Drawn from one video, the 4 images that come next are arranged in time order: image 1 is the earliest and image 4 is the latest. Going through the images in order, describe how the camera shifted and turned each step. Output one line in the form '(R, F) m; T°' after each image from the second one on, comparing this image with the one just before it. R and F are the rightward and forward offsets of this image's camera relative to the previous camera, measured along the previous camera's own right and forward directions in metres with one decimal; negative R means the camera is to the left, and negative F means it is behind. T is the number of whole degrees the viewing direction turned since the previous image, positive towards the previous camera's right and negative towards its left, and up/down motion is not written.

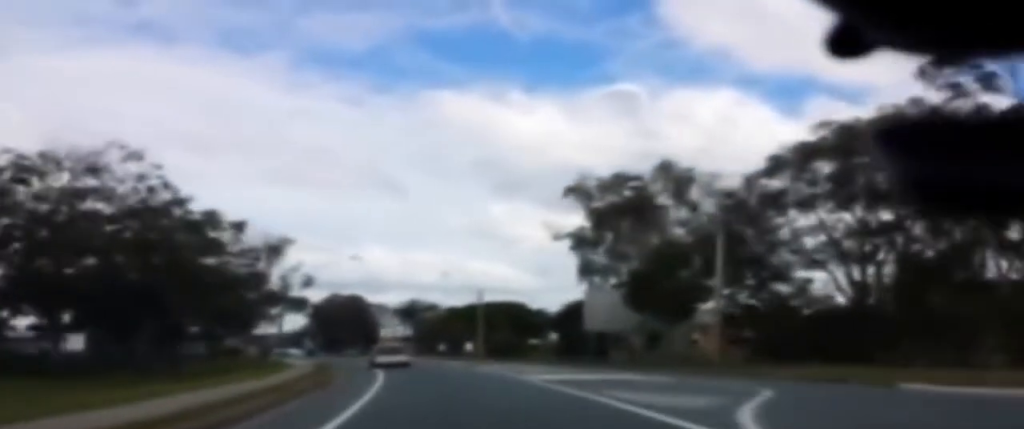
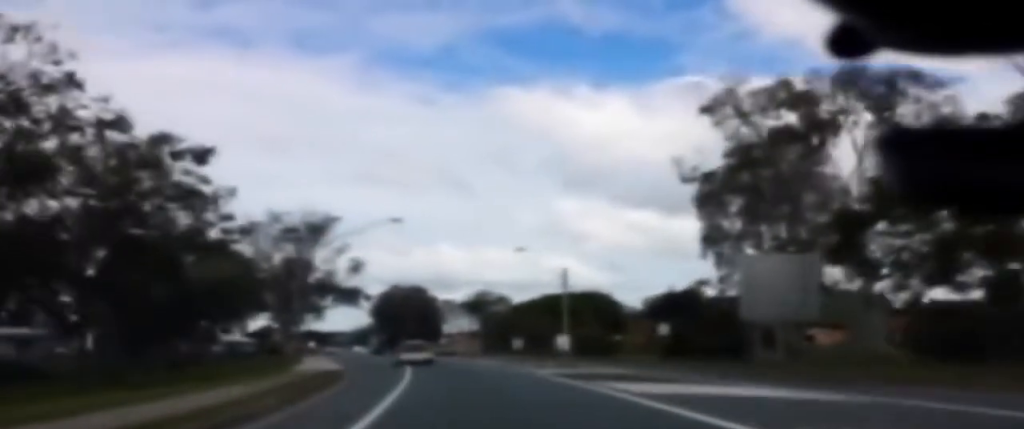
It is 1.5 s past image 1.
(+0.1, +21.3) m; -2°
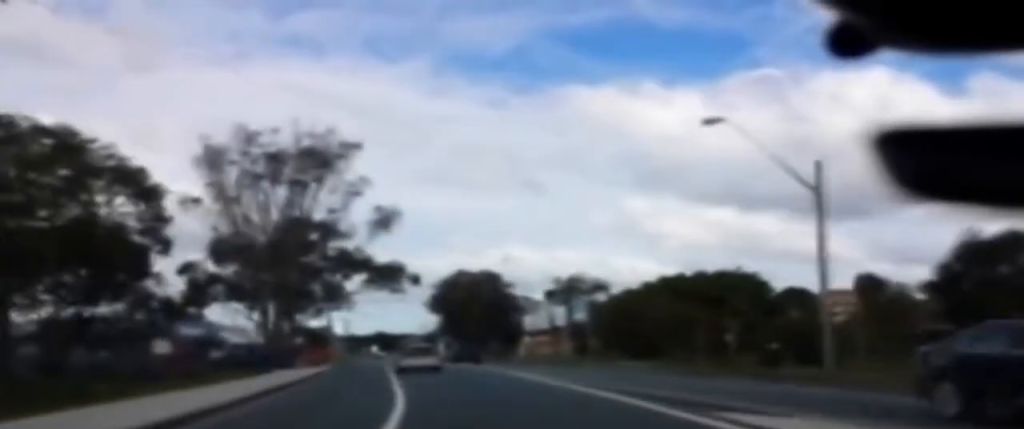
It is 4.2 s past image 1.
(-3.2, +37.9) m; -6°
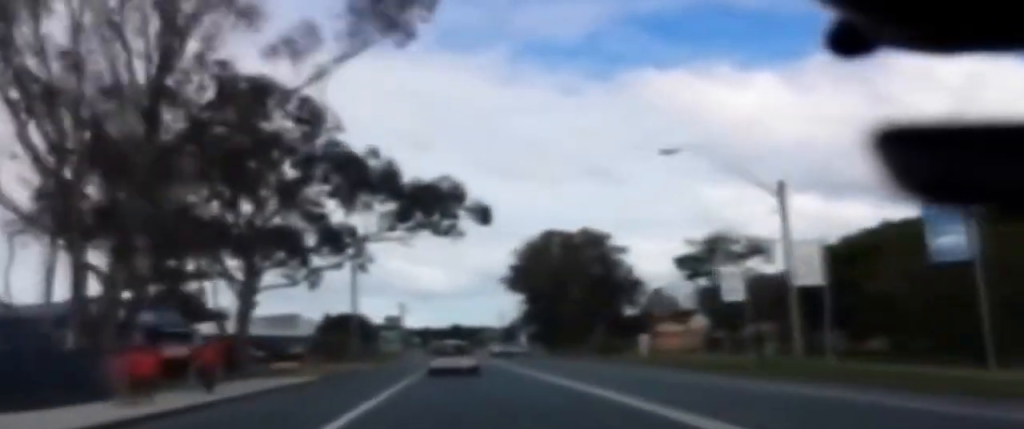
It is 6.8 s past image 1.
(+0.1, +37.3) m; -1°
